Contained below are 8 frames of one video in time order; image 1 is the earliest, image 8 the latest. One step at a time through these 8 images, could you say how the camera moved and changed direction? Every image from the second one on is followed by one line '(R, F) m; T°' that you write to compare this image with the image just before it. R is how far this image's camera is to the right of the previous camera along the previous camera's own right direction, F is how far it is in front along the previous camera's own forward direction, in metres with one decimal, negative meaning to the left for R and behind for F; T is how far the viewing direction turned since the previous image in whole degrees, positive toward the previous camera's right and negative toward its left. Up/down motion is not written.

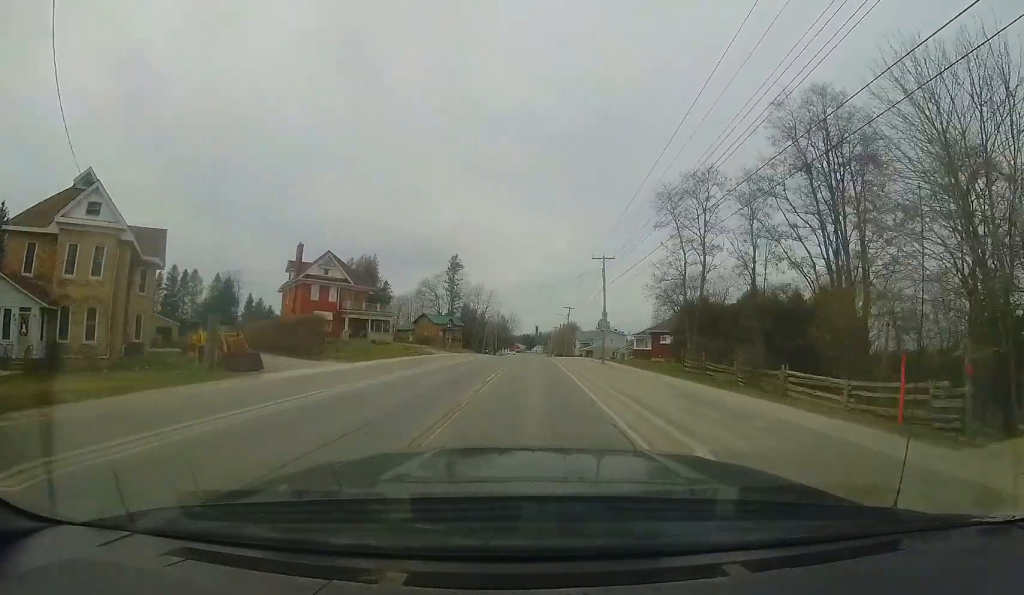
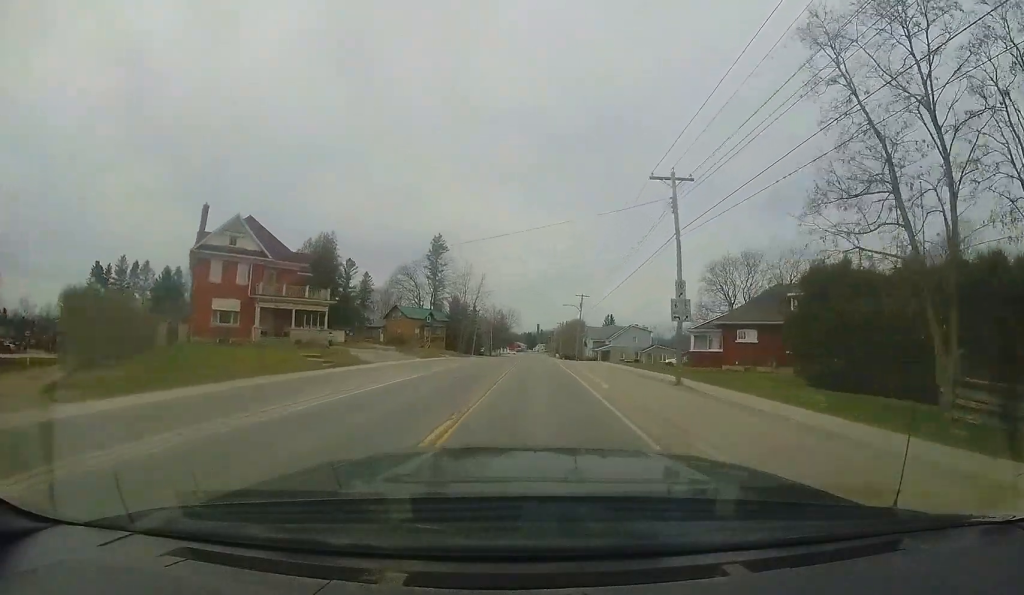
(+0.2, +16.0) m; 0°
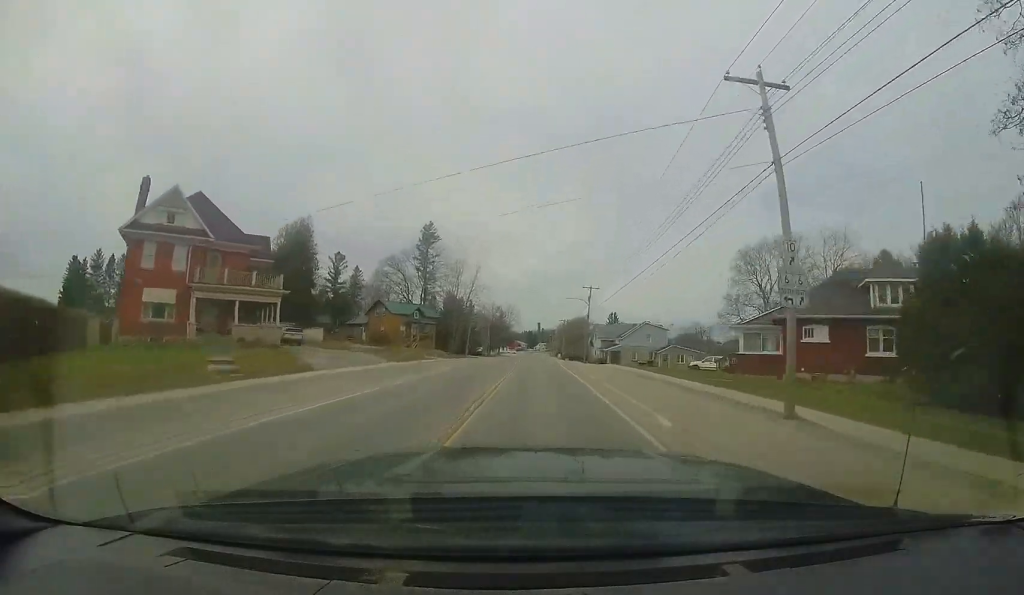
(0.0, +6.9) m; 0°
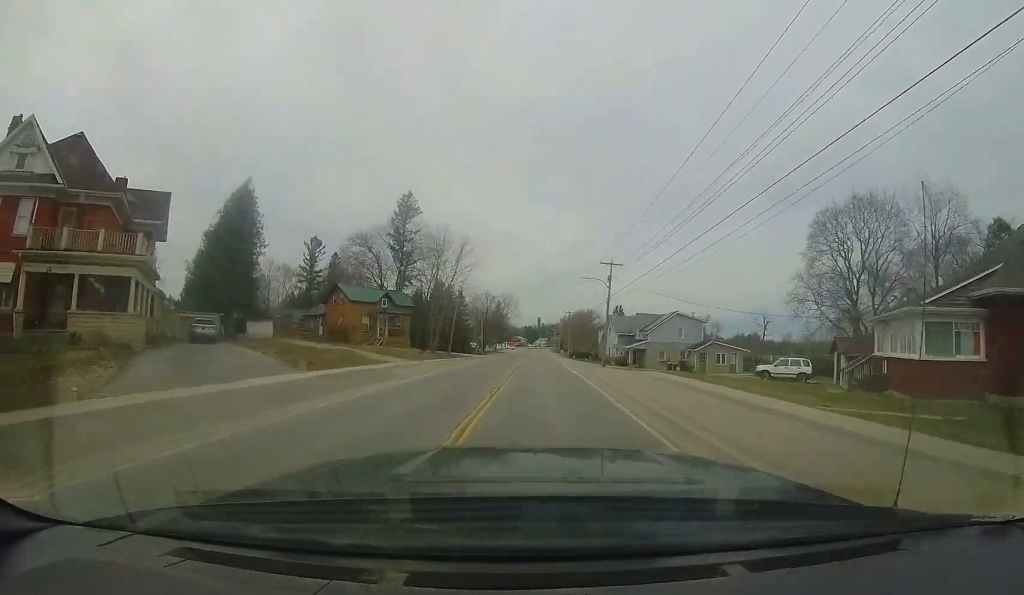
(-0.2, +11.7) m; -2°
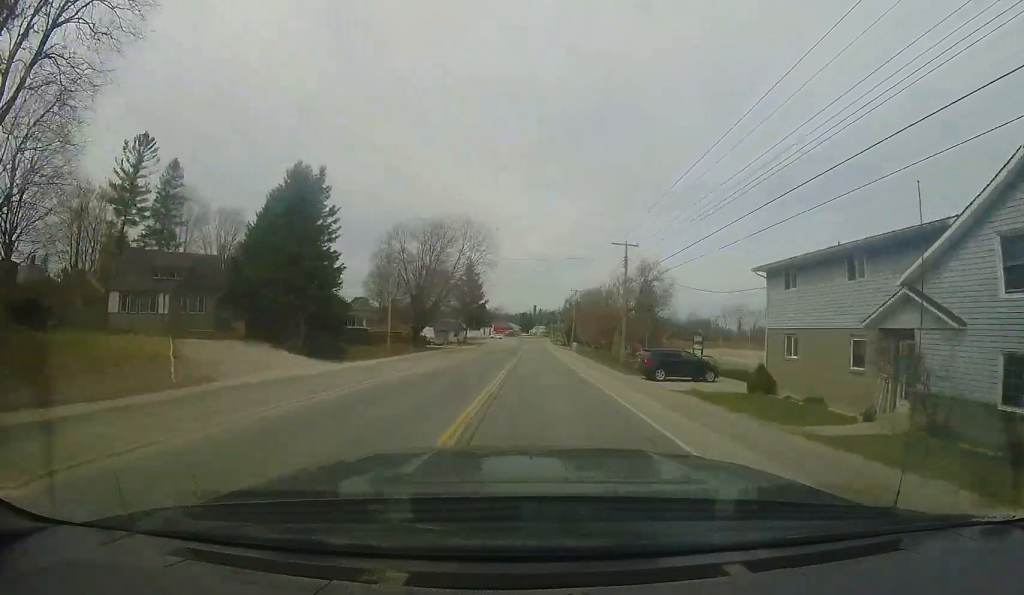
(-0.4, +46.6) m; +2°
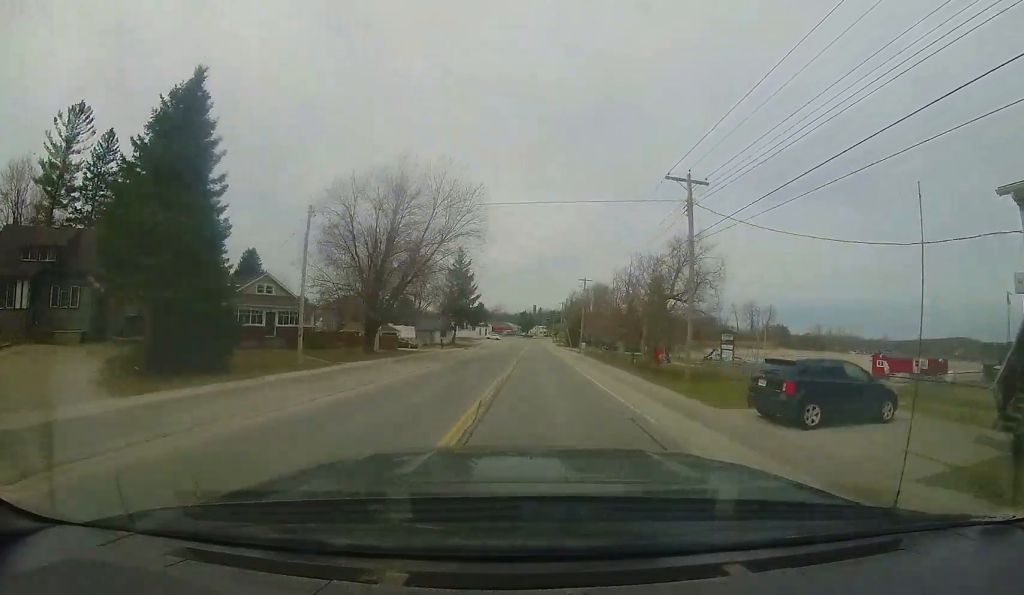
(+0.4, +11.1) m; +2°
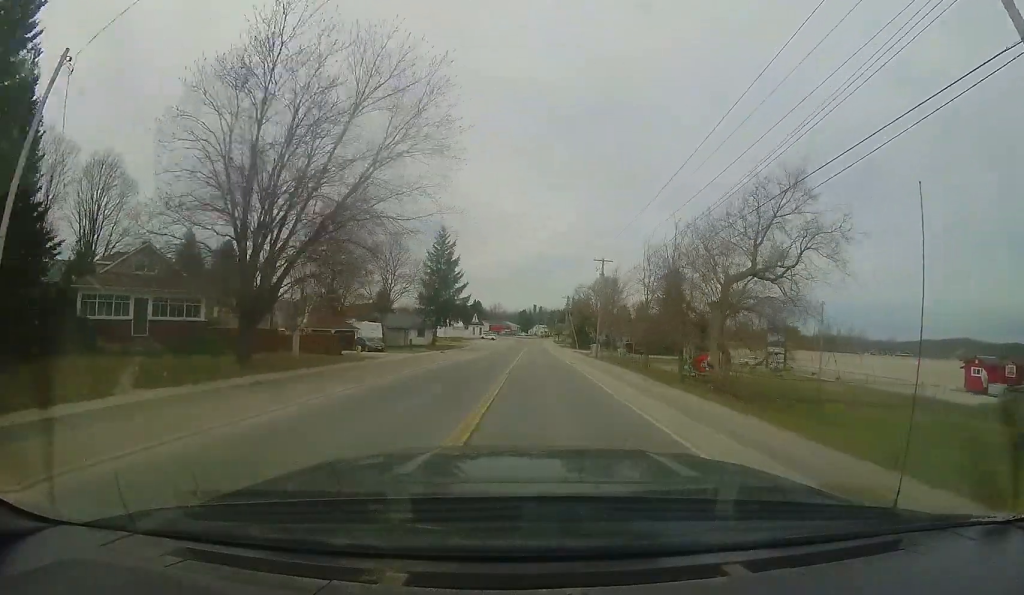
(+0.3, +12.9) m; +1°
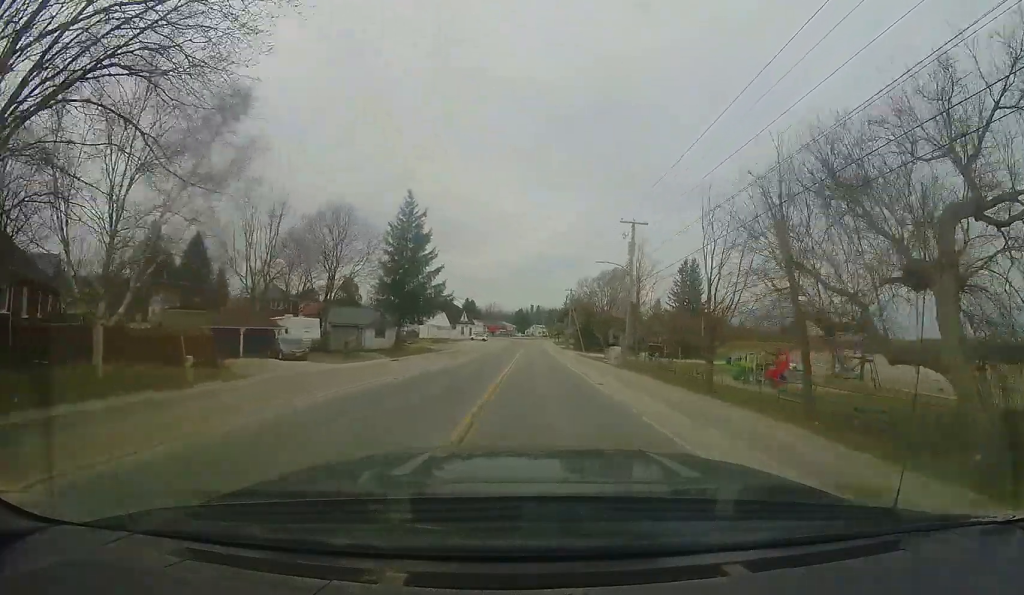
(-0.1, +13.0) m; -1°
